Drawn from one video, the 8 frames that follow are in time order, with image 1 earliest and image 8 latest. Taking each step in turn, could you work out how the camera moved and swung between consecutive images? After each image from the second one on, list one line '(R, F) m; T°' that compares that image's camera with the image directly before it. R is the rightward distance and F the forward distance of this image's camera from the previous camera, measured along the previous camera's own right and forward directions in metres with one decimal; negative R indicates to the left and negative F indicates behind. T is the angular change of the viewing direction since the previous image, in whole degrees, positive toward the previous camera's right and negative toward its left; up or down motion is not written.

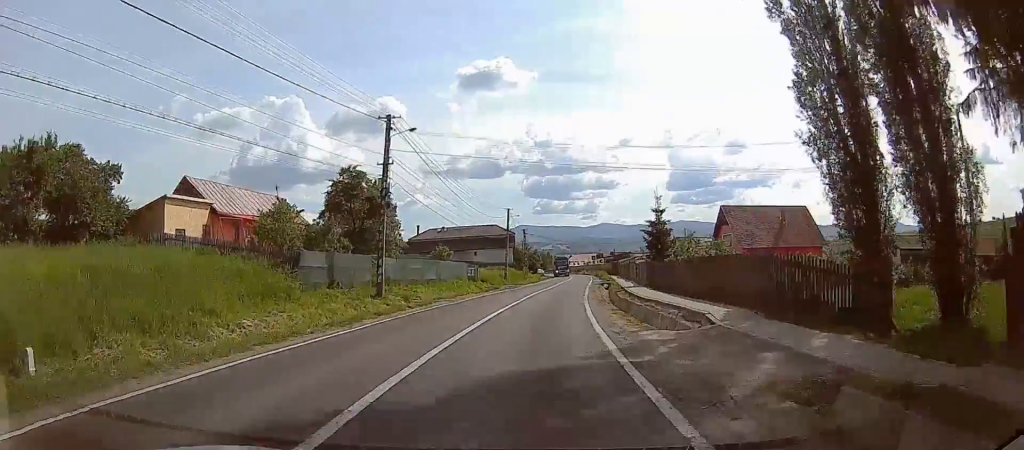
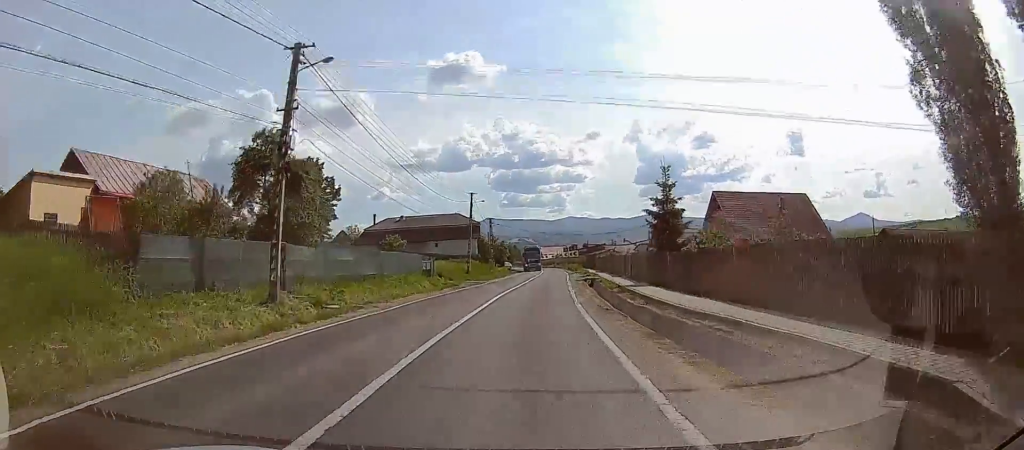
(-0.2, +8.6) m; +2°
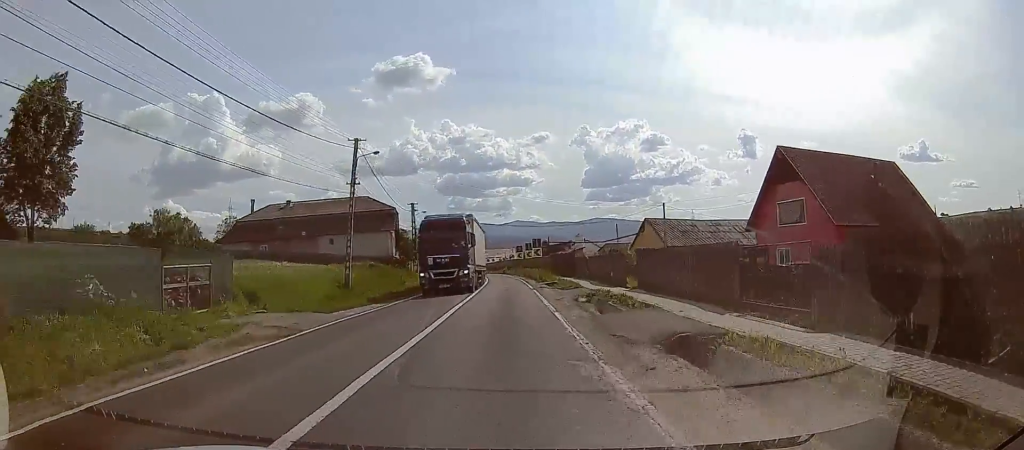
(+1.5, +28.5) m; +6°
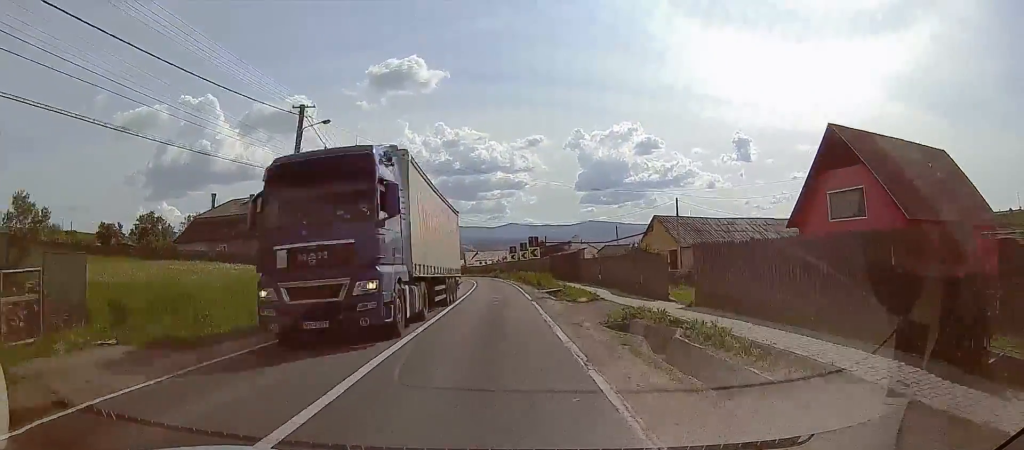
(-0.5, +8.2) m; +2°
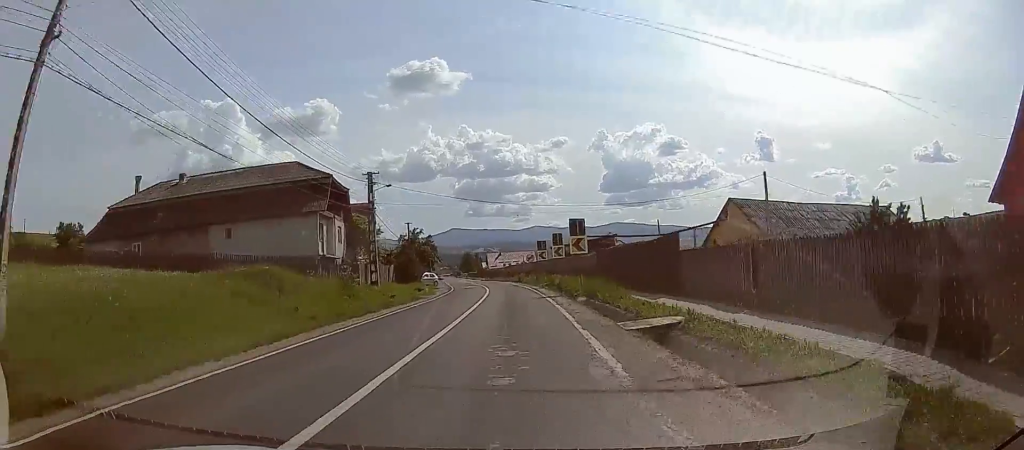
(+1.5, +17.3) m; +3°
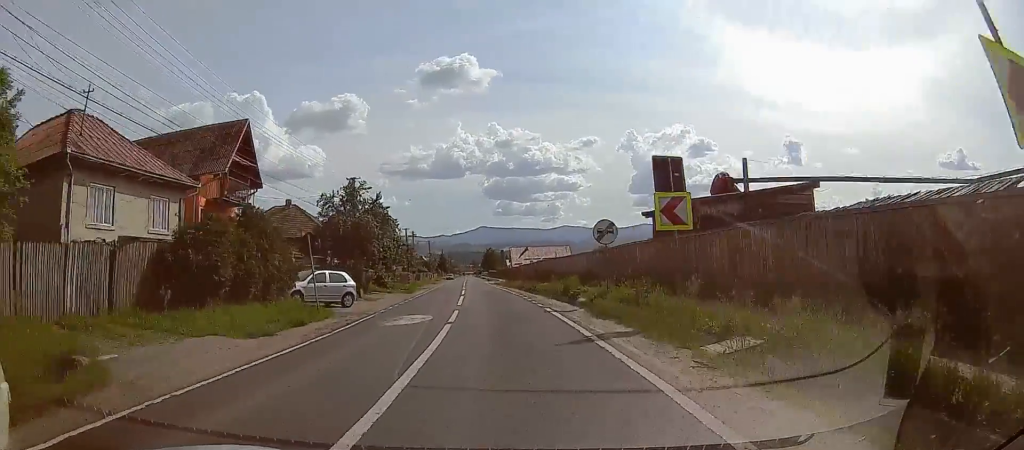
(-2.9, +37.3) m; -10°
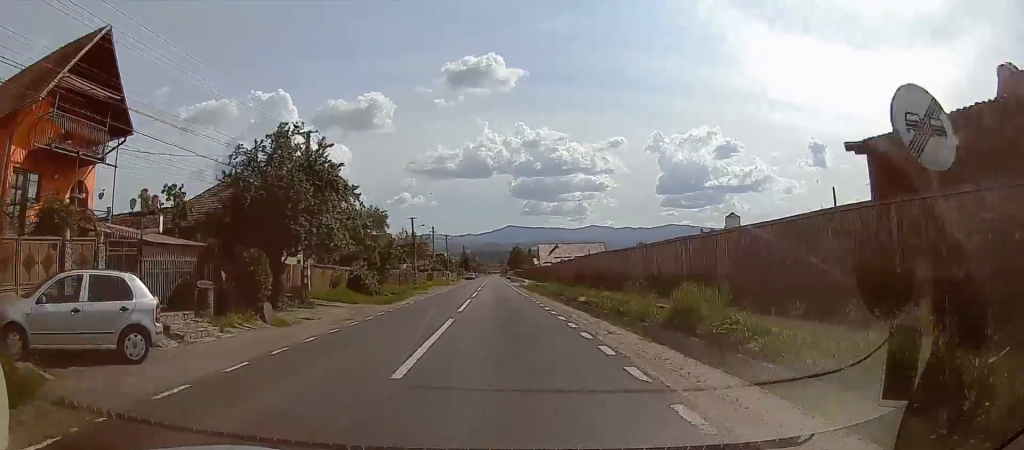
(-1.1, +15.1) m; -2°
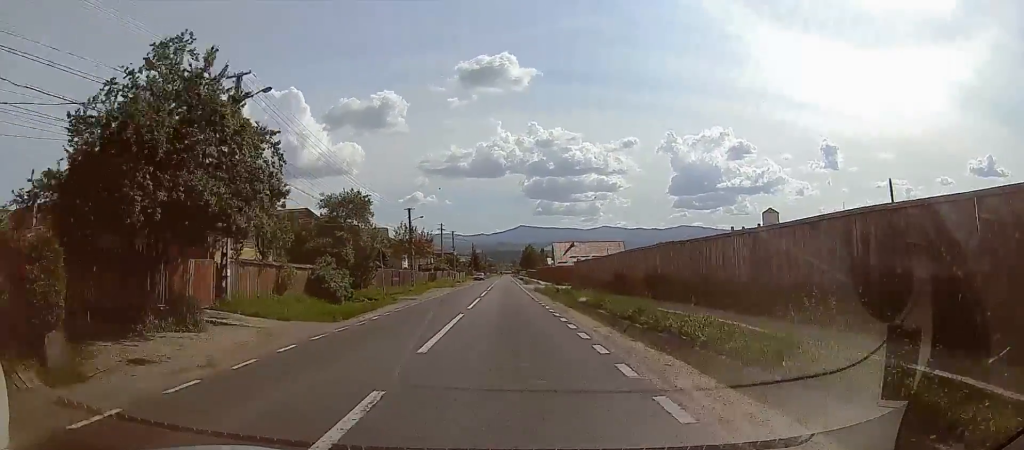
(+0.4, +9.6) m; +1°
